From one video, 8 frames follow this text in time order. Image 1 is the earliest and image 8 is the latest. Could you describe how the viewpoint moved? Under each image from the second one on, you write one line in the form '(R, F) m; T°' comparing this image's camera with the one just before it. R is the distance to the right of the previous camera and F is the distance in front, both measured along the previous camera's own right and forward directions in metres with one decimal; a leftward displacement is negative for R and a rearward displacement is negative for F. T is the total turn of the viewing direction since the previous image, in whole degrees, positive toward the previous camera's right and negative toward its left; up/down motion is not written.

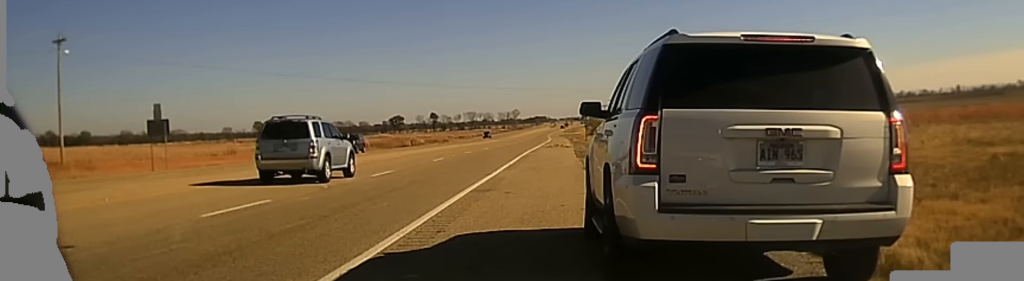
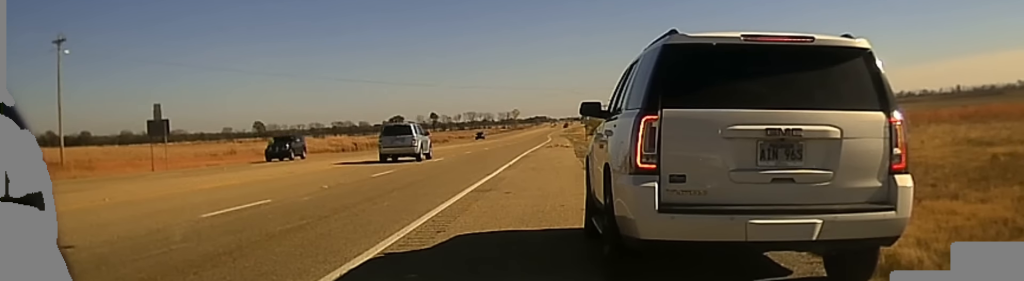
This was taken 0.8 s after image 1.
(0.0, +0.3) m; 0°
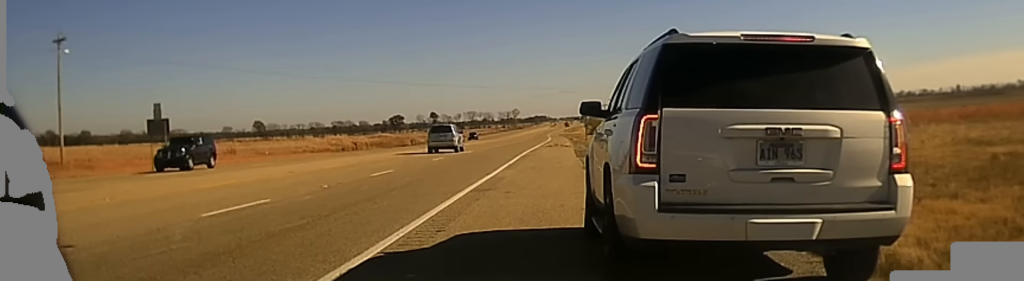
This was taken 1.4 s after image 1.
(0.0, +0.2) m; 0°
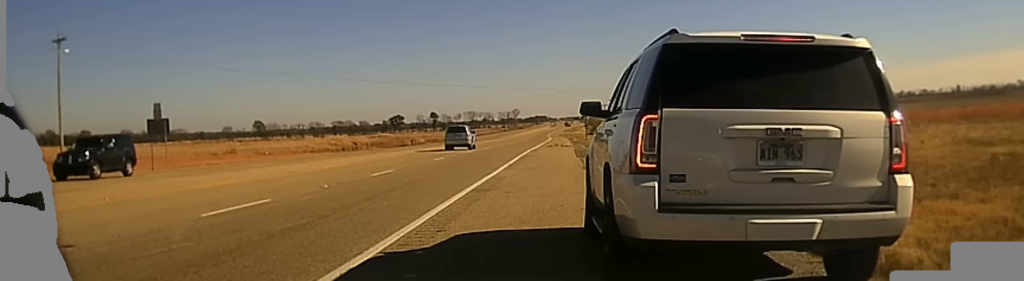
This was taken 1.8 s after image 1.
(0.0, +0.1) m; 0°
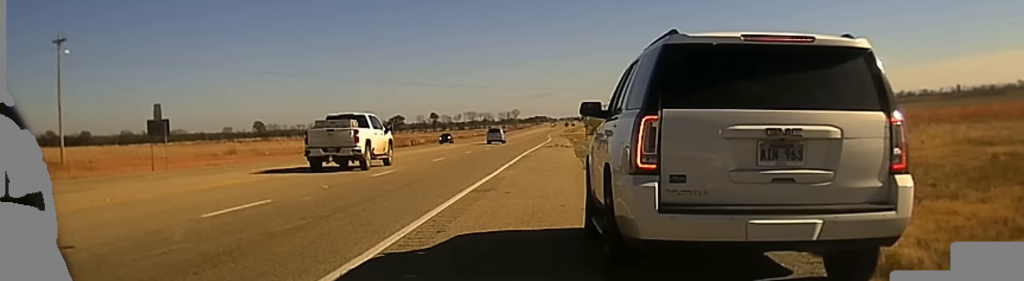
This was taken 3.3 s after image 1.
(0.0, +0.1) m; 0°
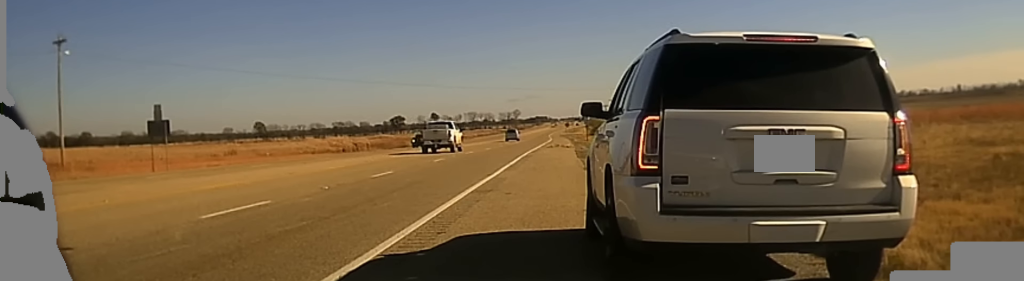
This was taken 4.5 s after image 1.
(-0.1, 0.0) m; 0°
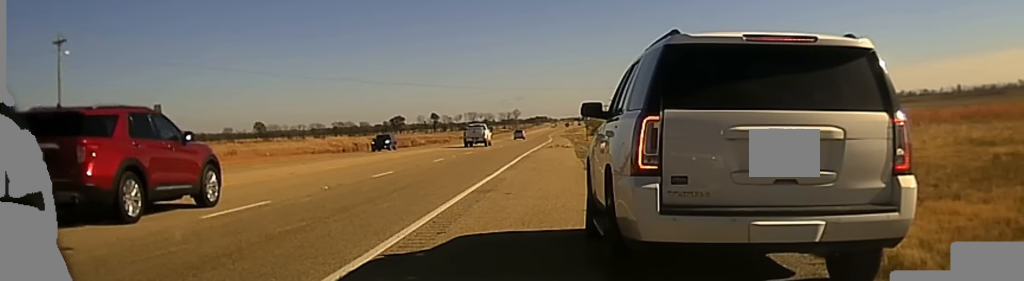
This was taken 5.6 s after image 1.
(-0.1, 0.0) m; 0°
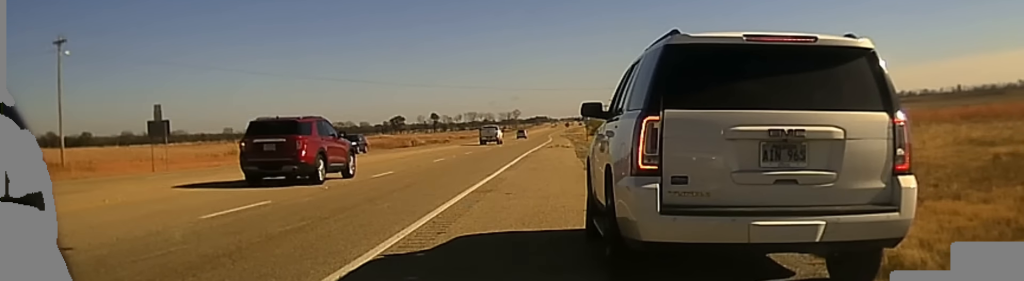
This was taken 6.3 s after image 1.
(-0.1, 0.0) m; 0°
